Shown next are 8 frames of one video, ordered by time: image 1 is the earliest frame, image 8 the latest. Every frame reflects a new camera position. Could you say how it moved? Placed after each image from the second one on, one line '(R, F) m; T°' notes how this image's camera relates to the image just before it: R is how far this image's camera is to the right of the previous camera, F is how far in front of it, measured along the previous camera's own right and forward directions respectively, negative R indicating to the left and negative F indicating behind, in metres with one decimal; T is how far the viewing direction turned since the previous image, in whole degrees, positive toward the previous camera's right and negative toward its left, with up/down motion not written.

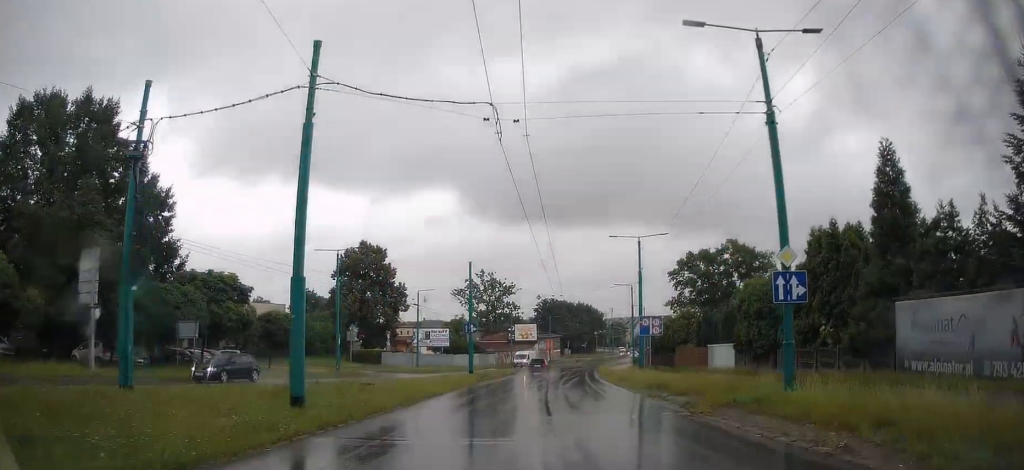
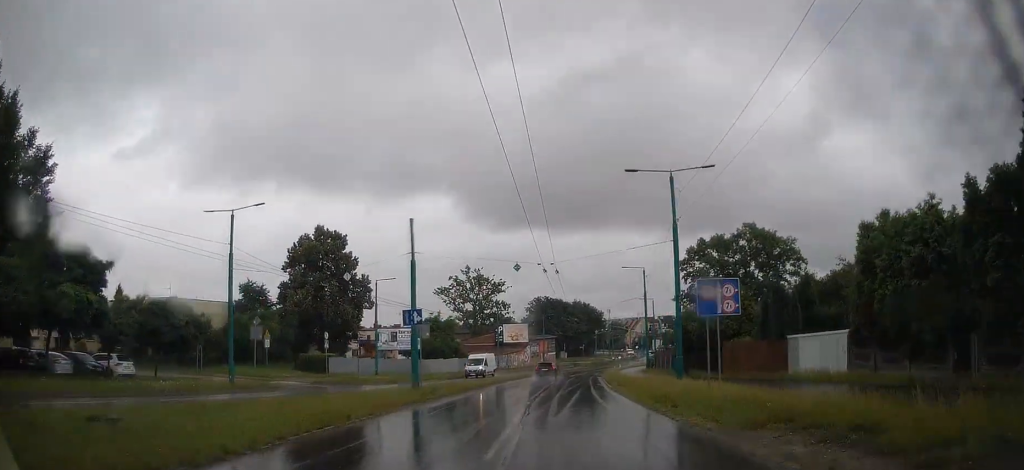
(-0.1, +16.4) m; 0°
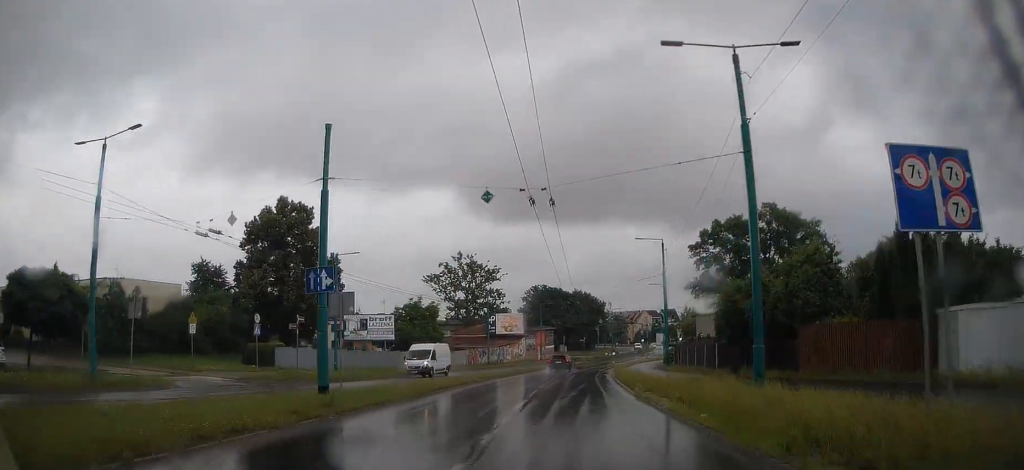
(+0.2, +11.5) m; +1°
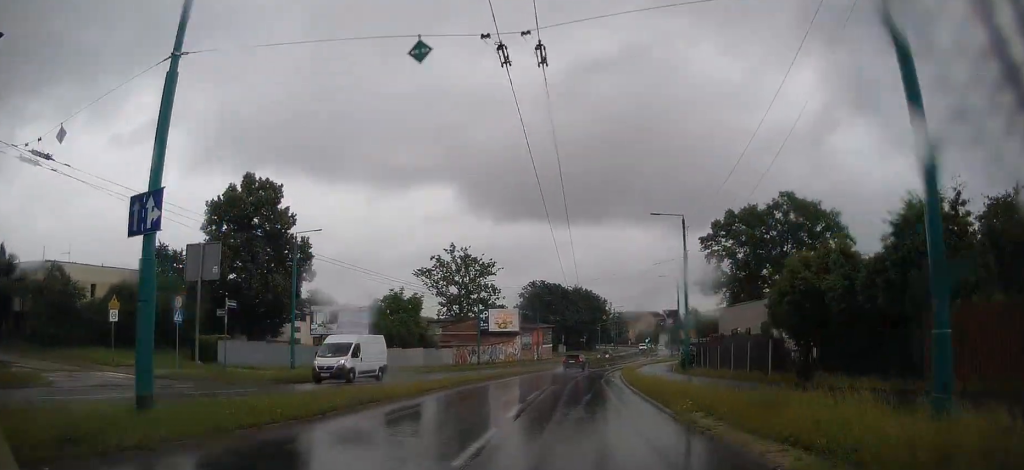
(0.0, +8.4) m; 0°
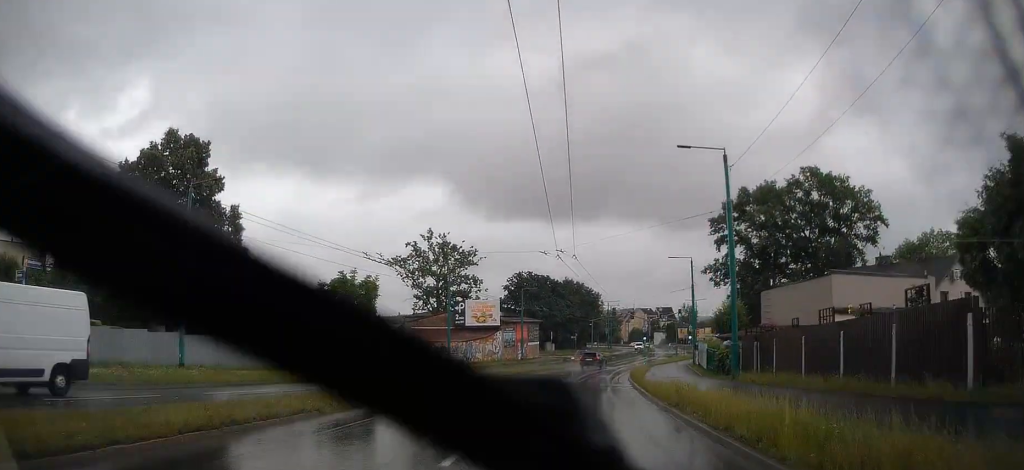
(0.0, +12.6) m; +1°
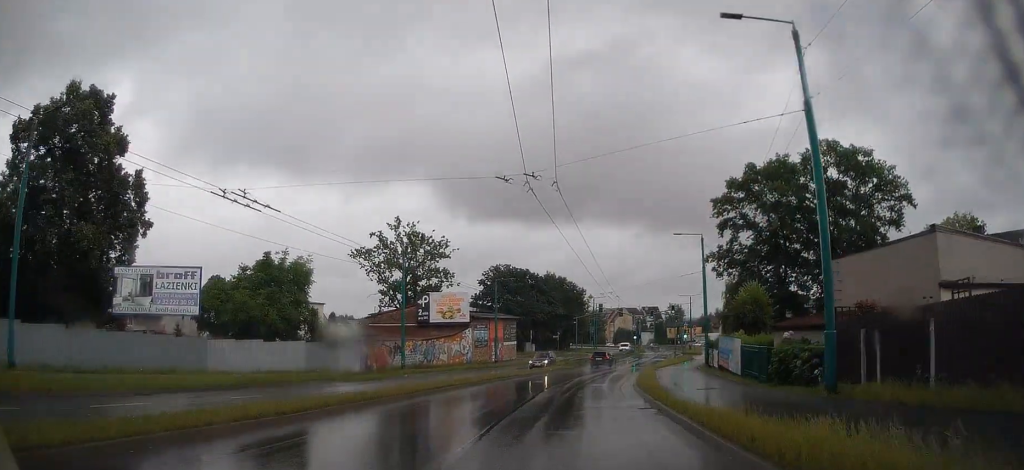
(+0.1, +11.0) m; +2°
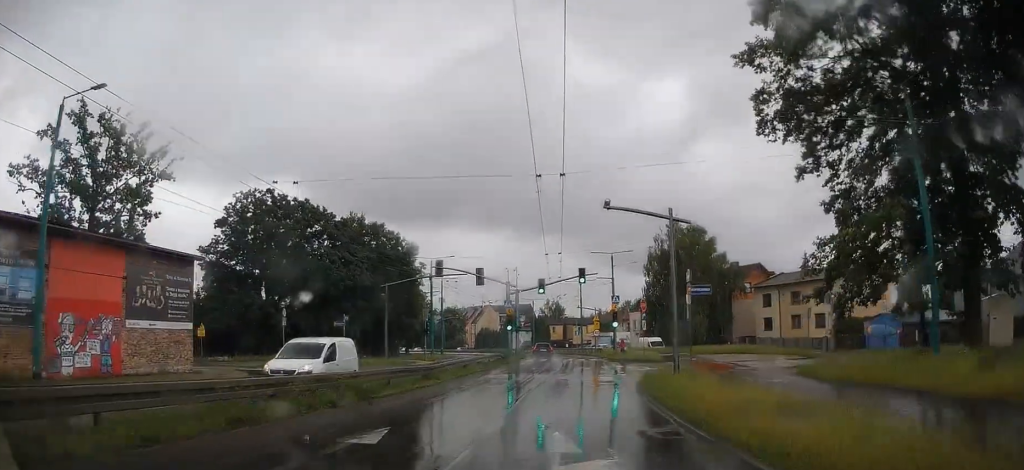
(+5.8, +50.7) m; +12°
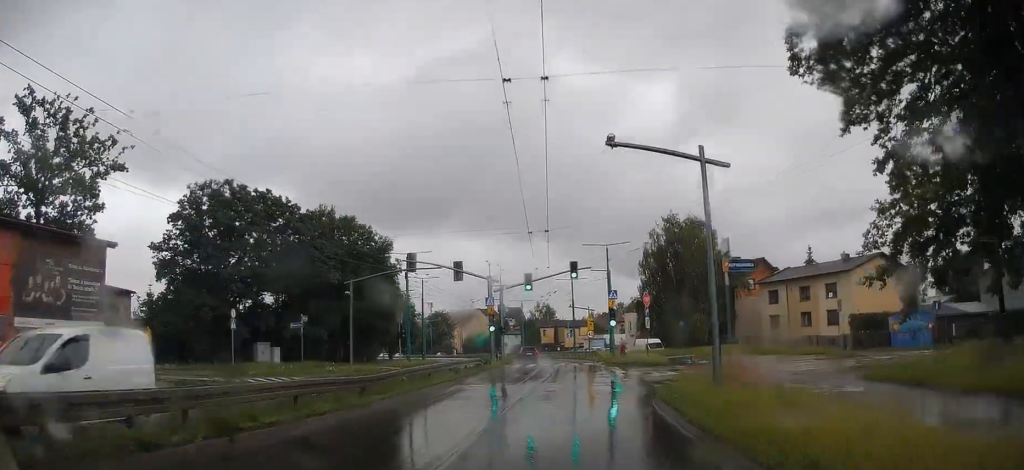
(0.0, +6.0) m; 0°
